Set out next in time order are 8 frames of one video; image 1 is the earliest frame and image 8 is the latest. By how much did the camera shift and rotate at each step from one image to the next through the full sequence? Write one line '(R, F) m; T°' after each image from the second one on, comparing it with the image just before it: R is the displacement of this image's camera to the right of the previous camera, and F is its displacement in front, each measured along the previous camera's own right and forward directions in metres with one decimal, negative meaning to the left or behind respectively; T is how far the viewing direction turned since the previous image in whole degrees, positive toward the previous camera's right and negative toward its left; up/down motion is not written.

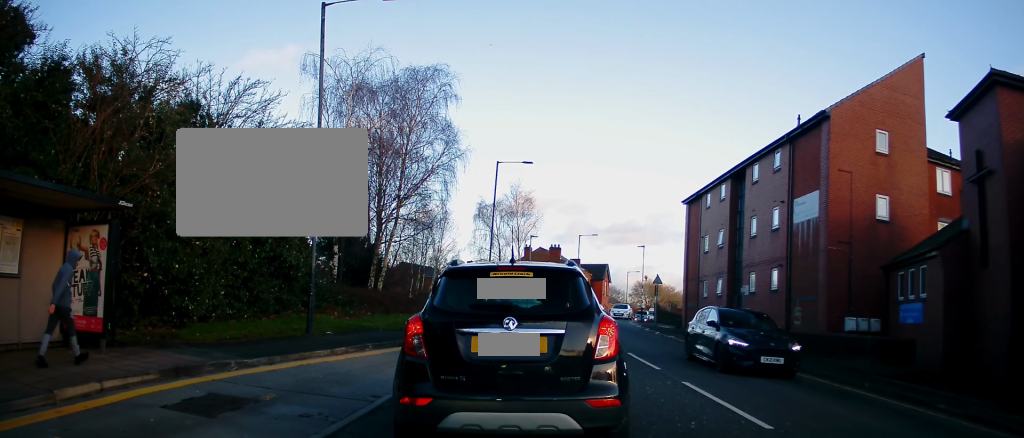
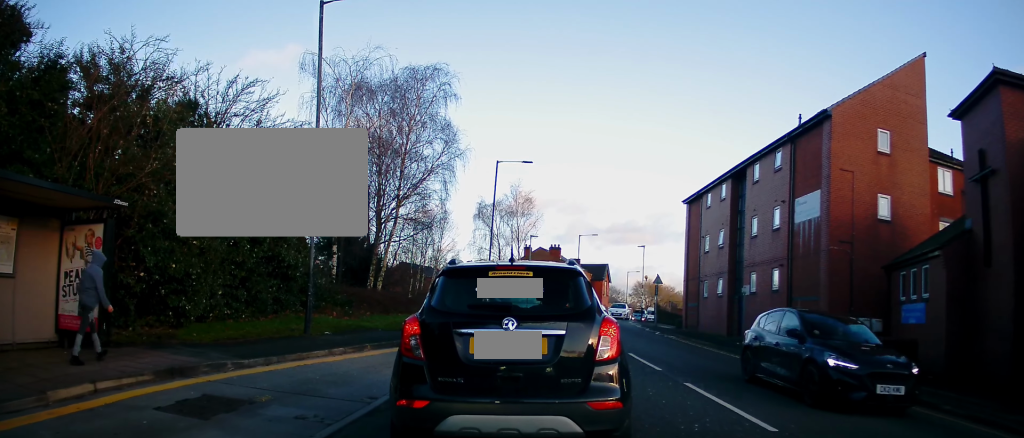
(0.0, 0.0) m; 0°
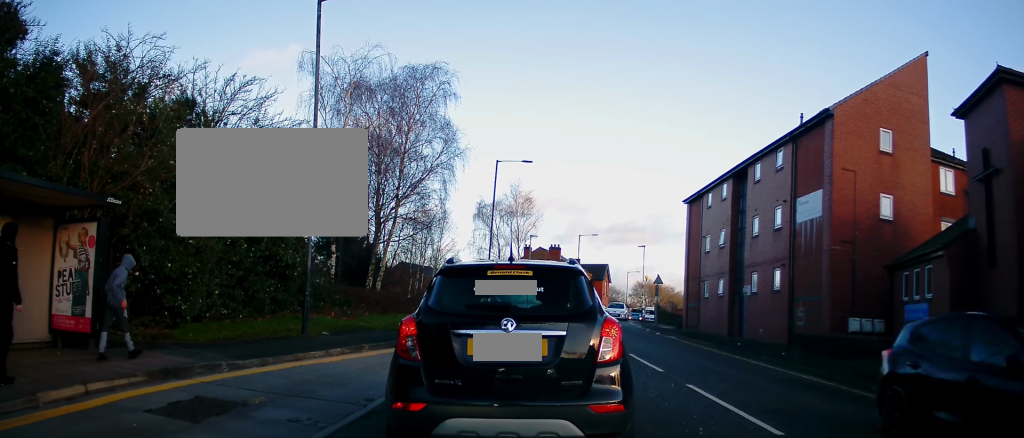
(0.0, +0.1) m; 0°
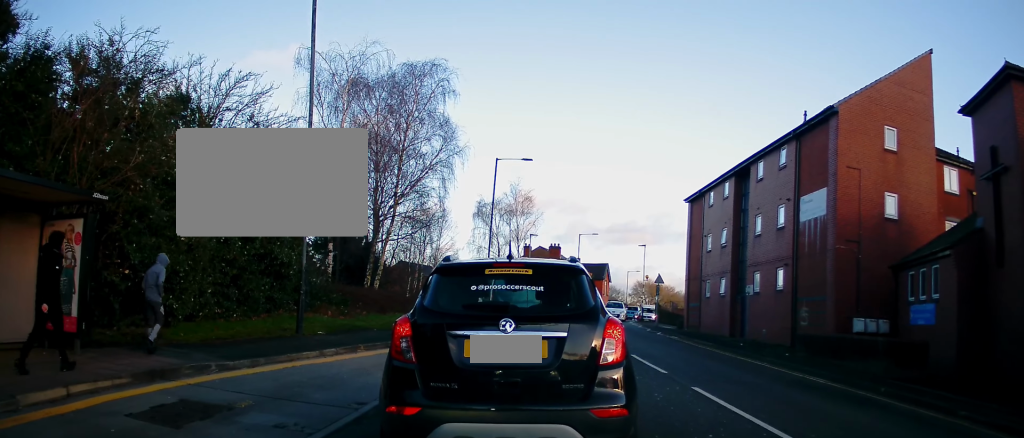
(0.0, +0.2) m; 0°
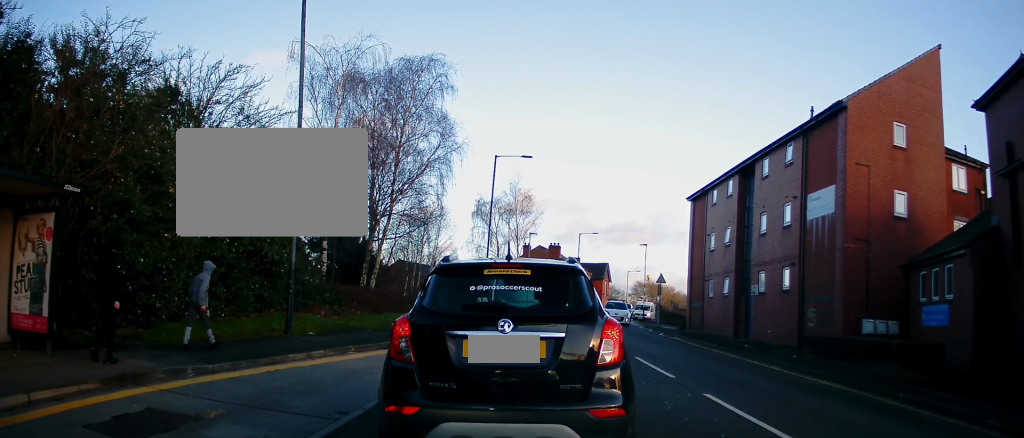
(0.0, +0.9) m; 0°
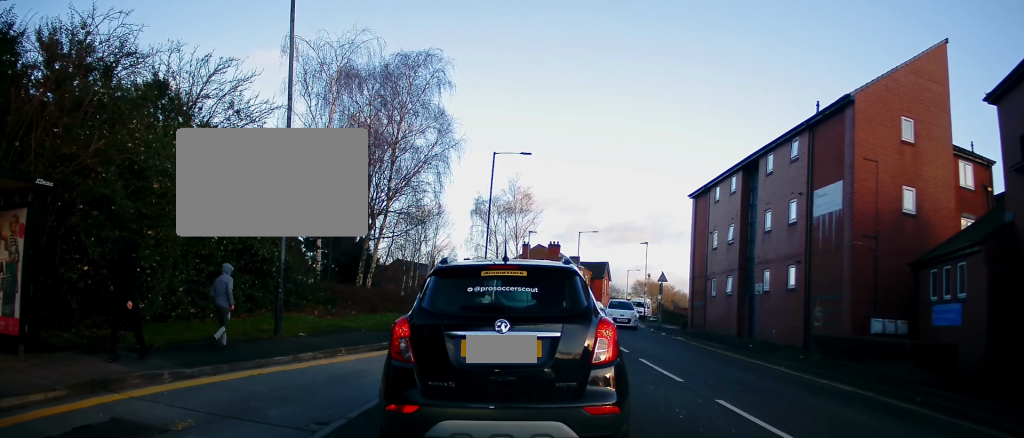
(+0.1, +0.7) m; 0°
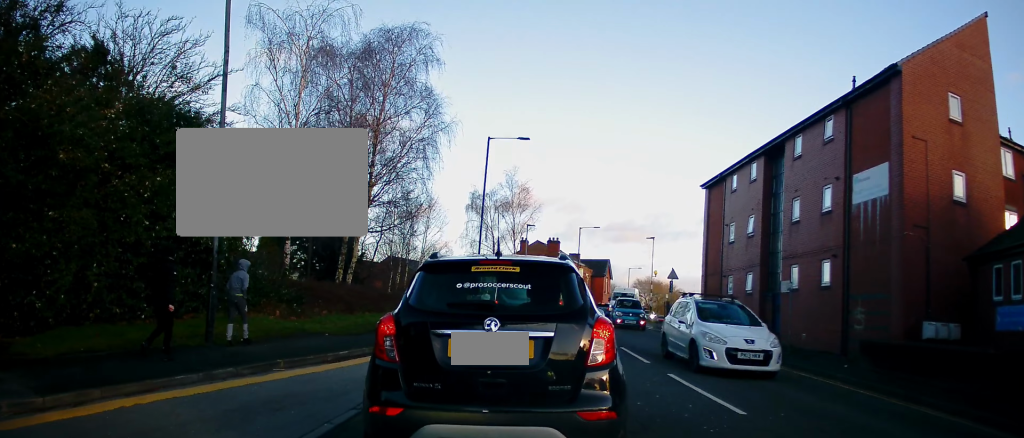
(+1.0, +2.7) m; +2°
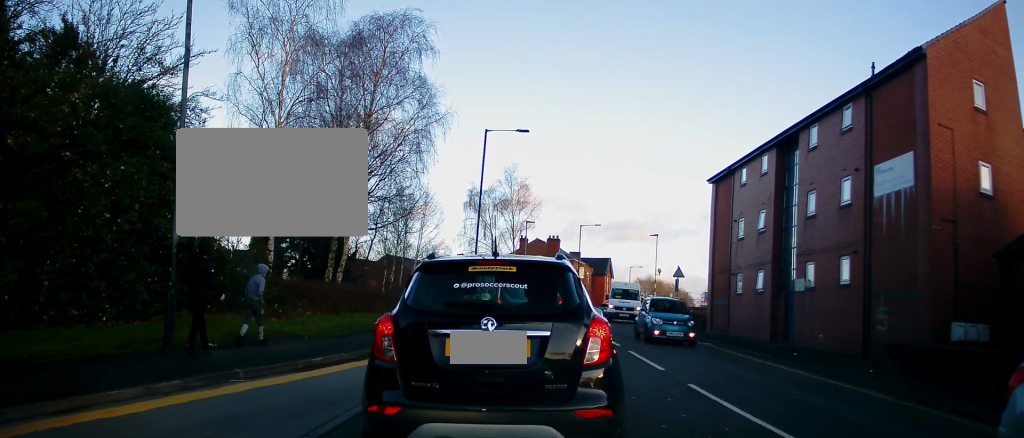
(0.0, +1.5) m; 0°
